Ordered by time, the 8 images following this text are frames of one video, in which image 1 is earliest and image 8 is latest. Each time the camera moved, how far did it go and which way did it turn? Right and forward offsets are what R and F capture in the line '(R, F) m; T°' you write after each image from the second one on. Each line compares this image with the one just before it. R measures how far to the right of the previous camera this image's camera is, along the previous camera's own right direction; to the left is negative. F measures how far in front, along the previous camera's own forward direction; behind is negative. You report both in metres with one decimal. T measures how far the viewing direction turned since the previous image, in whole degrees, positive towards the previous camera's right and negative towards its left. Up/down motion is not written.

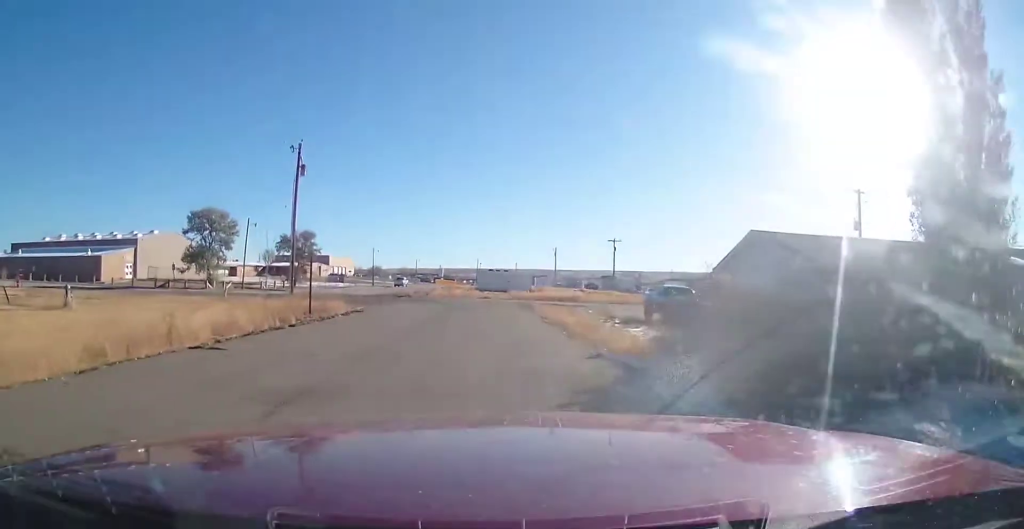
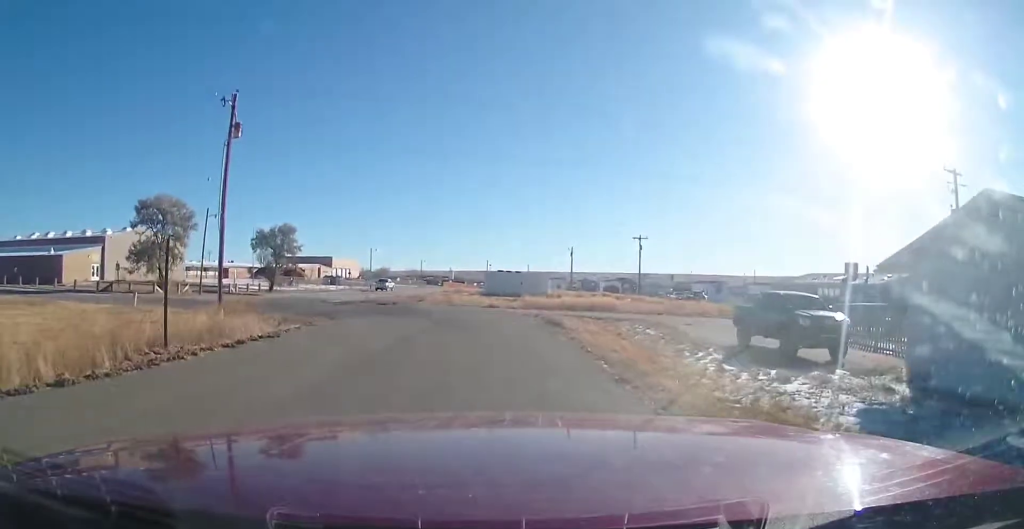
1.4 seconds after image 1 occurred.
(-0.3, +11.2) m; -6°
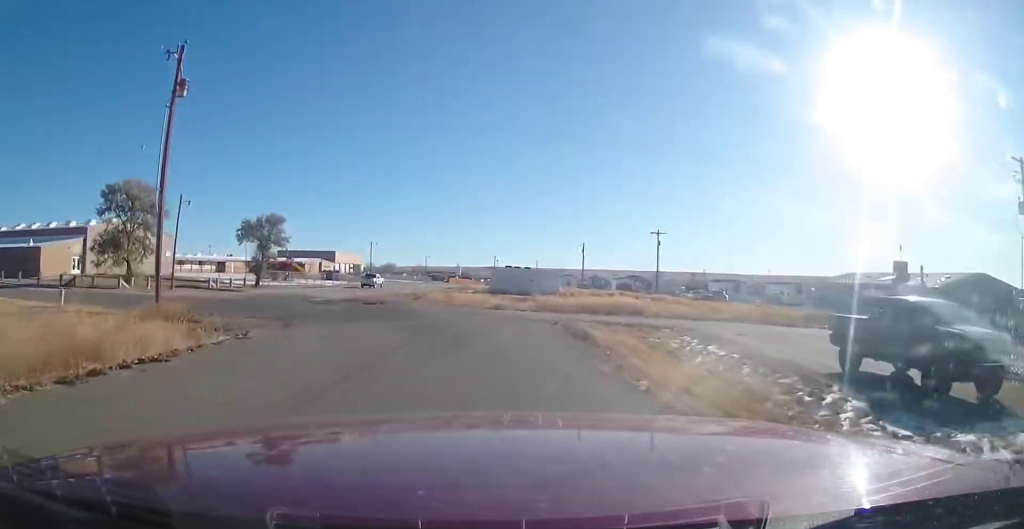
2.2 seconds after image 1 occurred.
(-0.4, +6.0) m; 0°
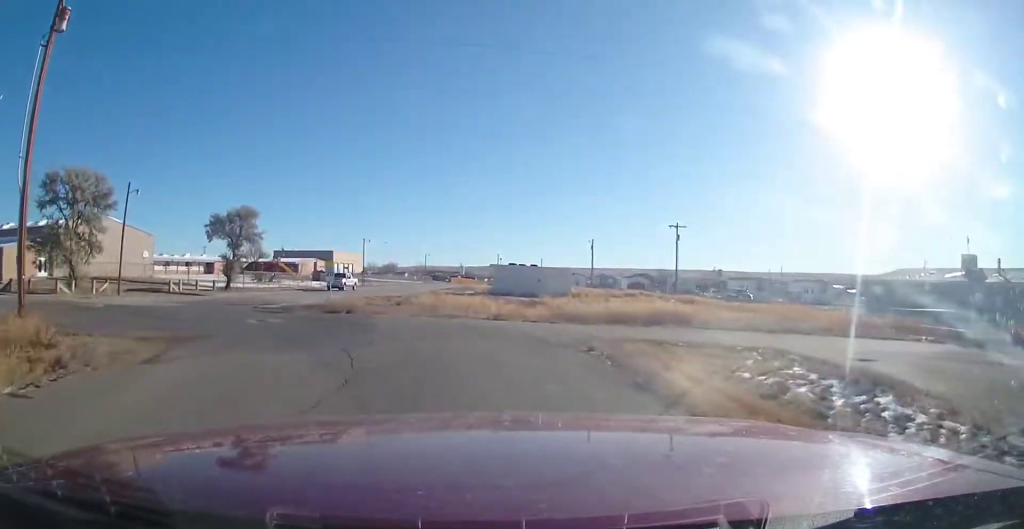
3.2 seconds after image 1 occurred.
(+0.2, +7.9) m; 0°
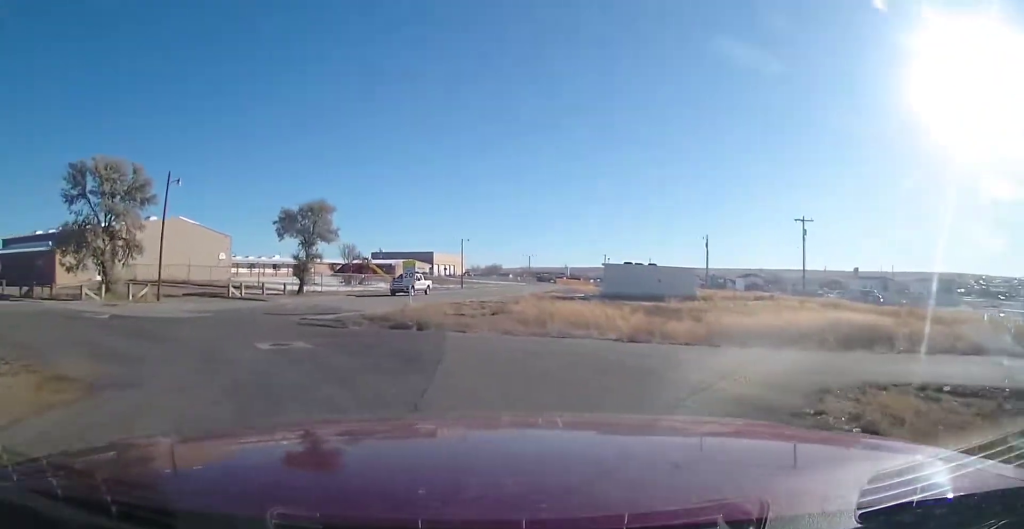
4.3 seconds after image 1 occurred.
(-0.4, +7.9) m; -13°
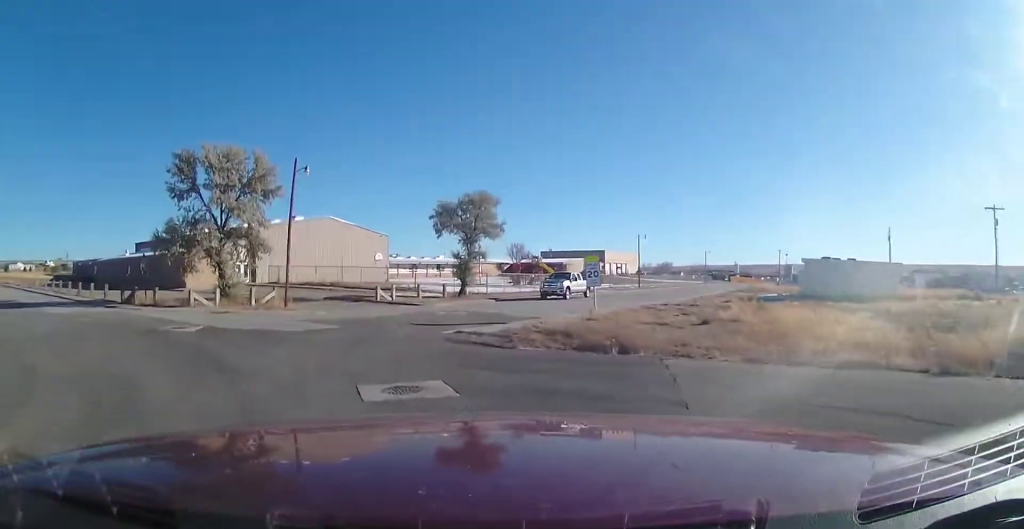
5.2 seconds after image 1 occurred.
(-1.1, +6.1) m; -10°
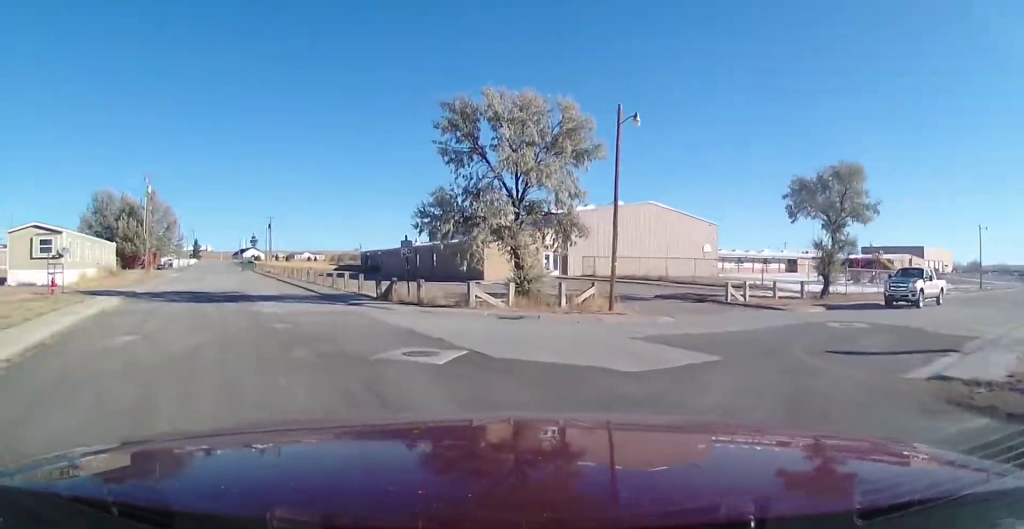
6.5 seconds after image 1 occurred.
(-0.8, +8.4) m; -25°
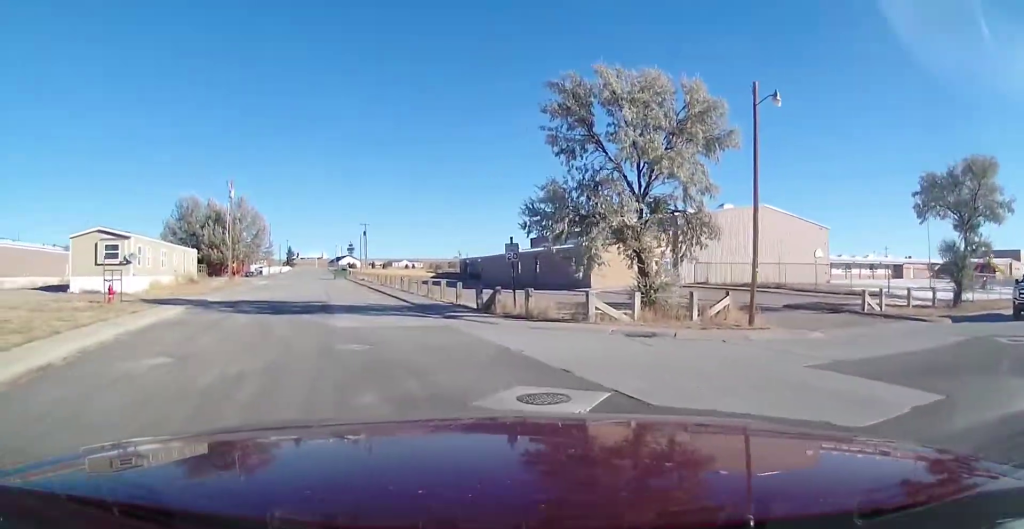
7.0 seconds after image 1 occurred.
(-0.6, +2.7) m; -16°
